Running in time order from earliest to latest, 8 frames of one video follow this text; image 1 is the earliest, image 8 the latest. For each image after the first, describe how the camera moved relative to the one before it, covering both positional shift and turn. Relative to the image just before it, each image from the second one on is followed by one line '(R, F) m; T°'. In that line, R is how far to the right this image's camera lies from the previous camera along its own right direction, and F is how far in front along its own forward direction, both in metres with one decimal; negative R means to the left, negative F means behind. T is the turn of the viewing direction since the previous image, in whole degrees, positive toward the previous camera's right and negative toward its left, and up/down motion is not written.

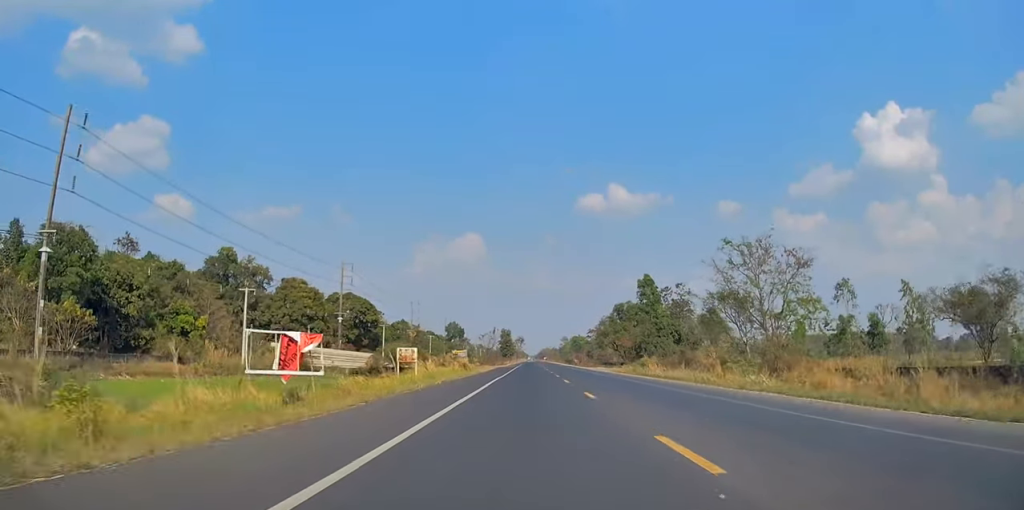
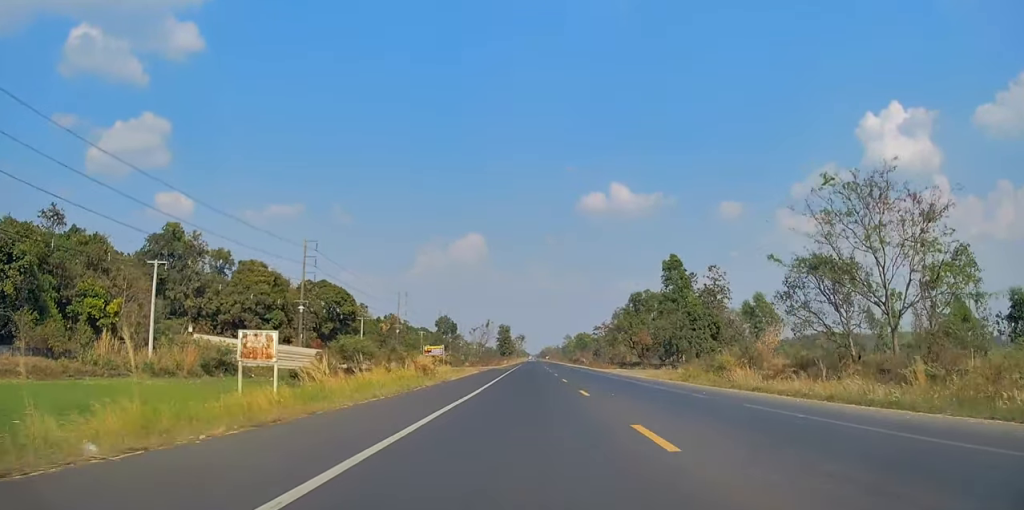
(-0.2, +22.0) m; 0°
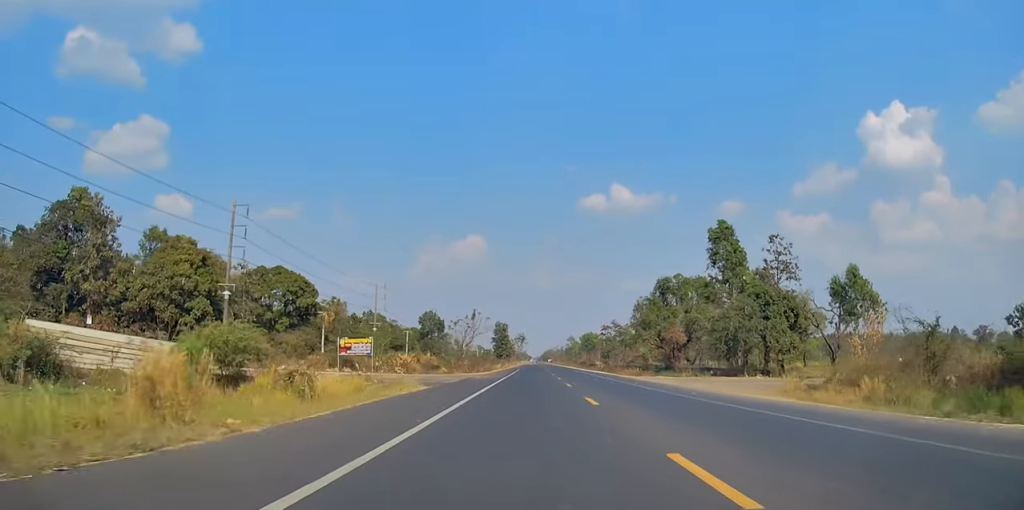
(+0.2, +27.8) m; 0°
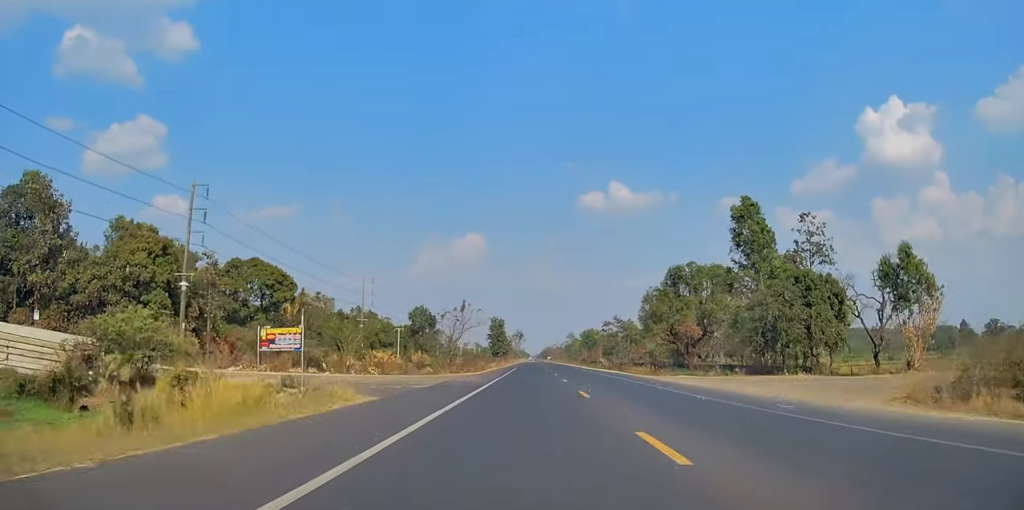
(0.0, +9.7) m; 0°
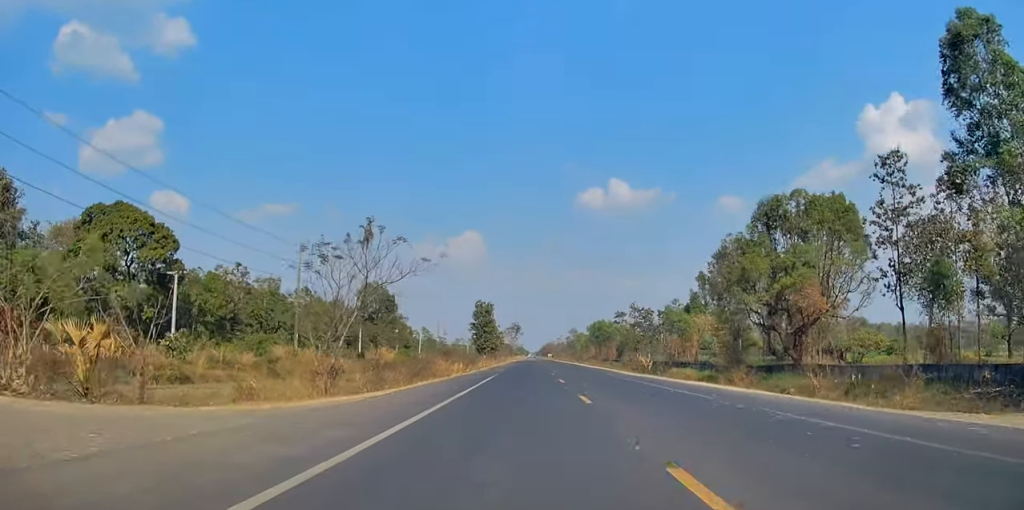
(0.0, +39.3) m; +1°
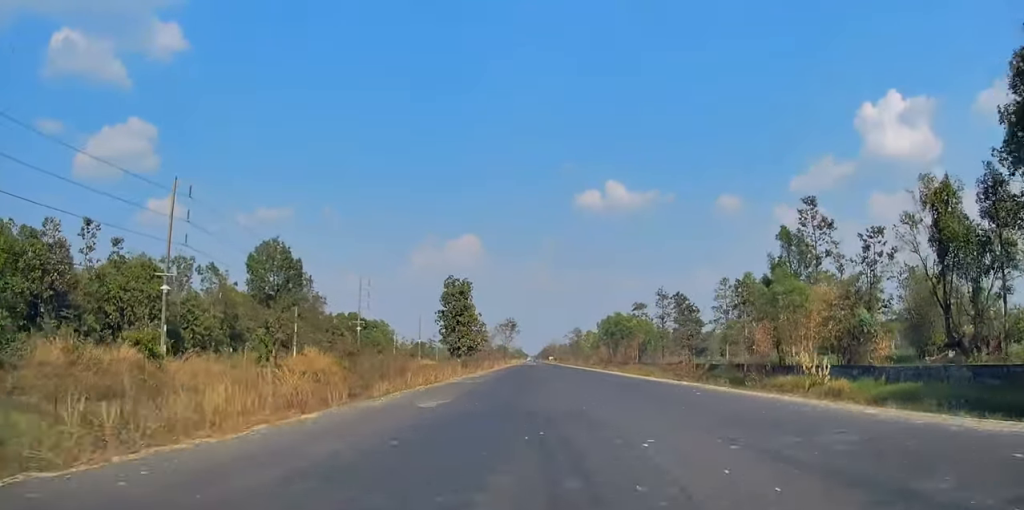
(+0.2, +39.8) m; -1°
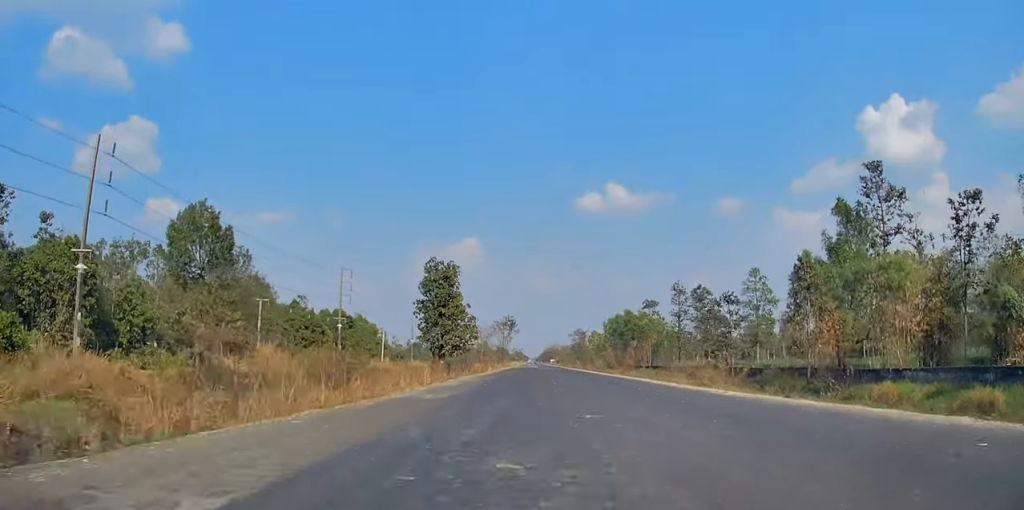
(-0.1, +14.2) m; -1°
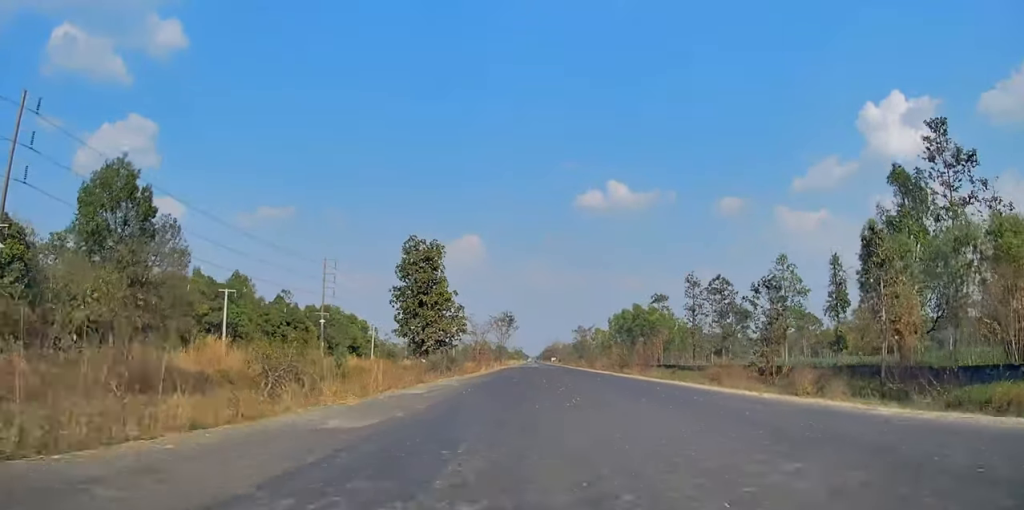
(-0.1, +10.4) m; 0°
